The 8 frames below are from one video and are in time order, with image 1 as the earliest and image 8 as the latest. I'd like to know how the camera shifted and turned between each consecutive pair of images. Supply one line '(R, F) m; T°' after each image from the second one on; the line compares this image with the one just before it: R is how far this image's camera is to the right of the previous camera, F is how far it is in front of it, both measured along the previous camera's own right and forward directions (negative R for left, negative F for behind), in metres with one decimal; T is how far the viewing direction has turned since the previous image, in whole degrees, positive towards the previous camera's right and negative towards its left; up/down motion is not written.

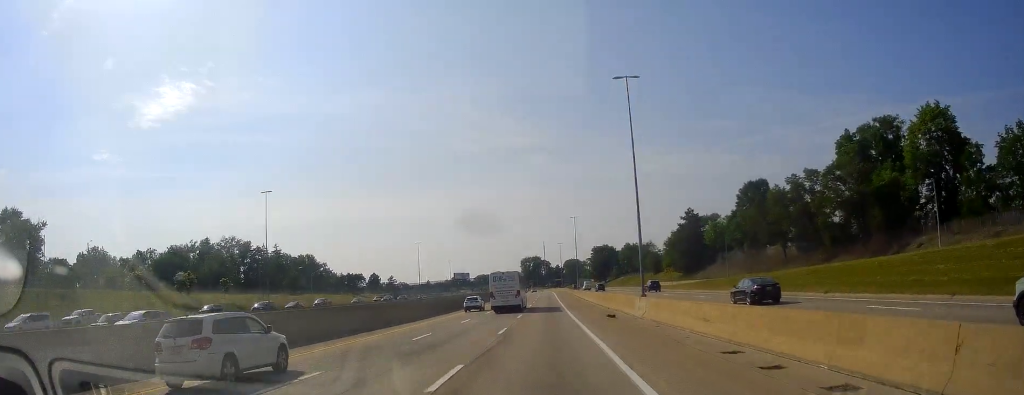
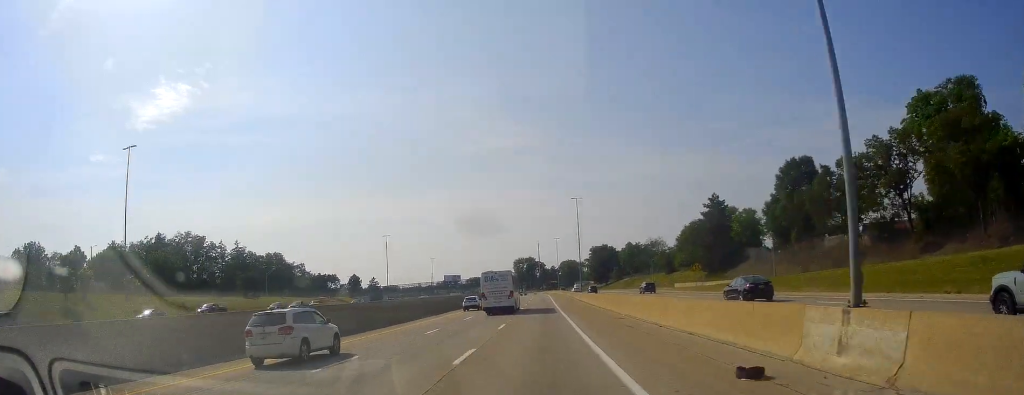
(+0.2, +26.3) m; 0°
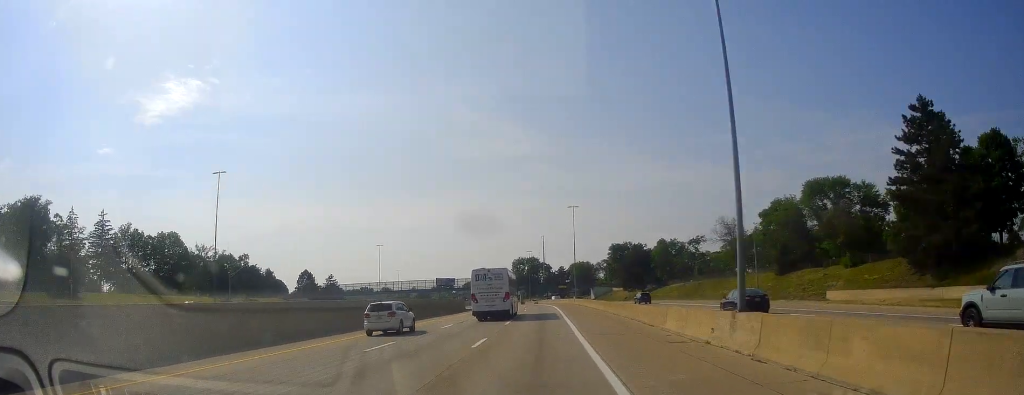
(-0.2, +71.4) m; 0°
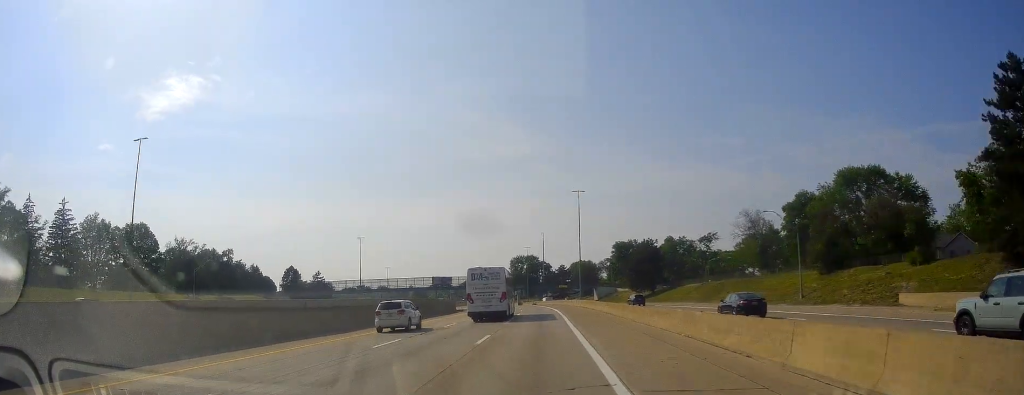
(+0.1, +14.3) m; 0°
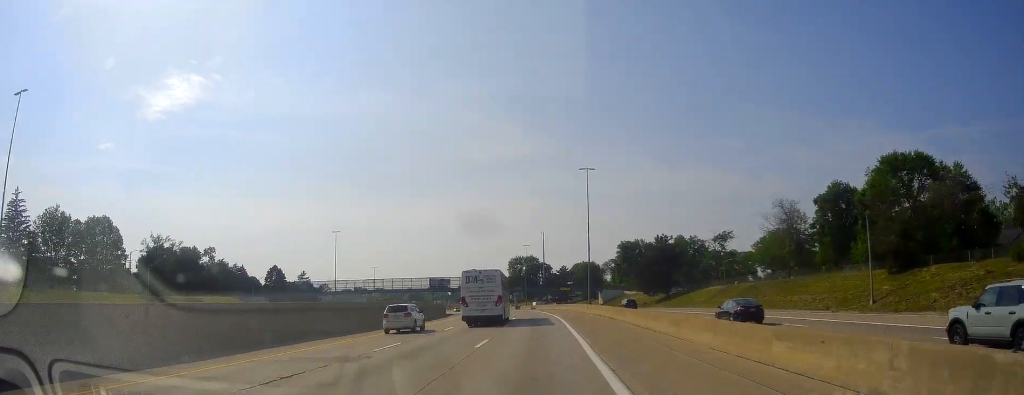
(+0.3, +15.3) m; 0°
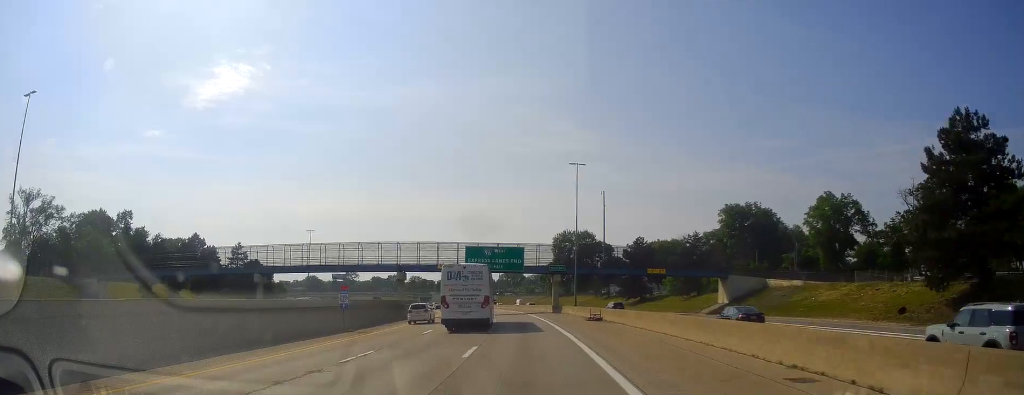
(-3.0, +80.1) m; -4°
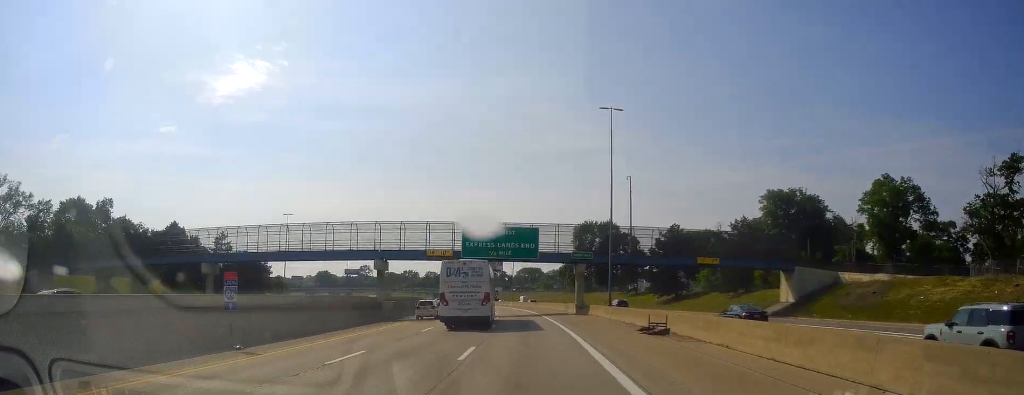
(-0.1, +16.8) m; -1°
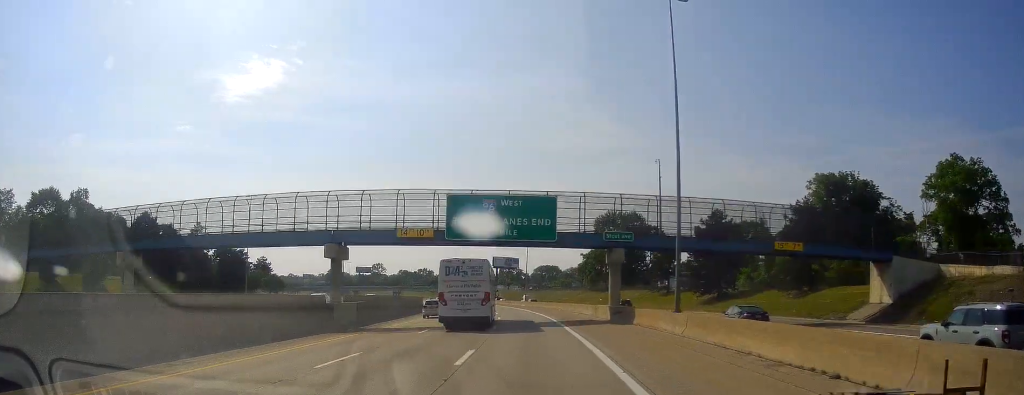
(-0.1, +16.7) m; -1°
